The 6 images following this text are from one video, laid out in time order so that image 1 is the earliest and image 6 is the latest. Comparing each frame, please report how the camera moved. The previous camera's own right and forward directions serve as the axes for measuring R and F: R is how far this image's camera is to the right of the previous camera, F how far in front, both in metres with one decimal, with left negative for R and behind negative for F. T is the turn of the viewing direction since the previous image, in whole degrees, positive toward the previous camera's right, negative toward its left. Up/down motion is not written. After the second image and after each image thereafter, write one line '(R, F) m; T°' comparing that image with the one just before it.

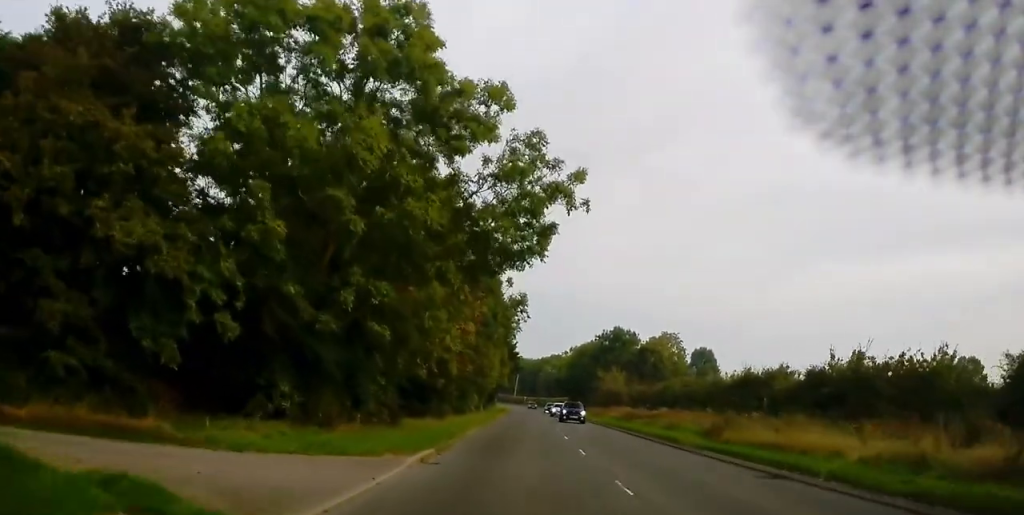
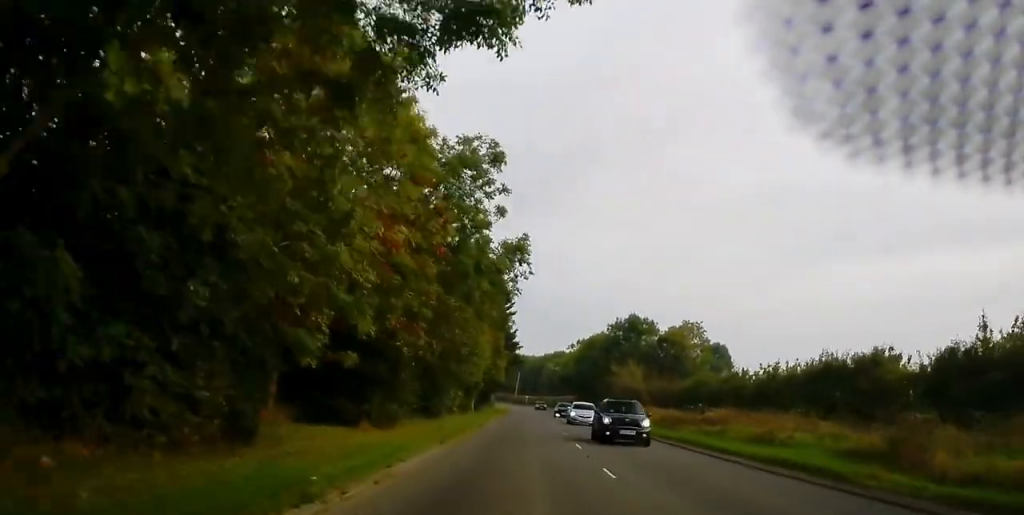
(-0.3, +15.2) m; 0°
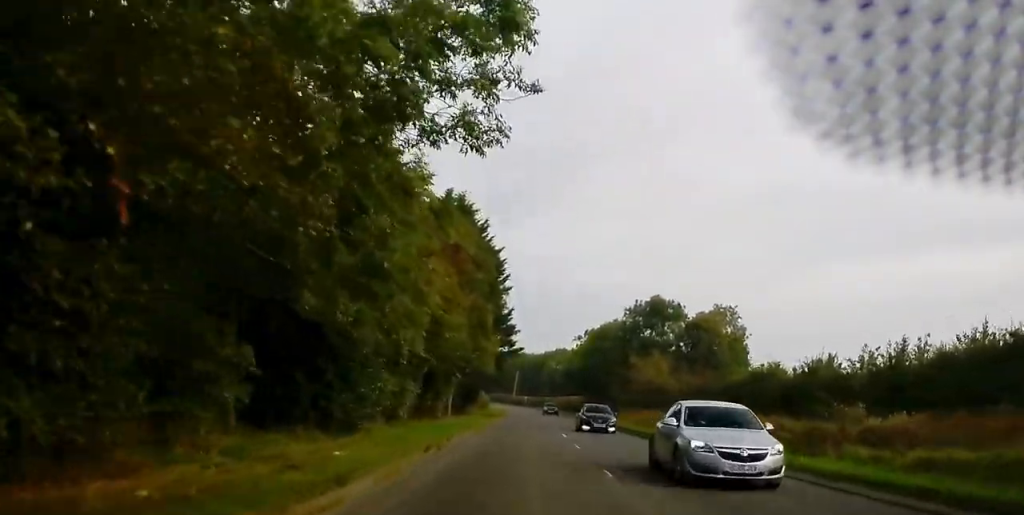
(+0.2, +18.1) m; +1°
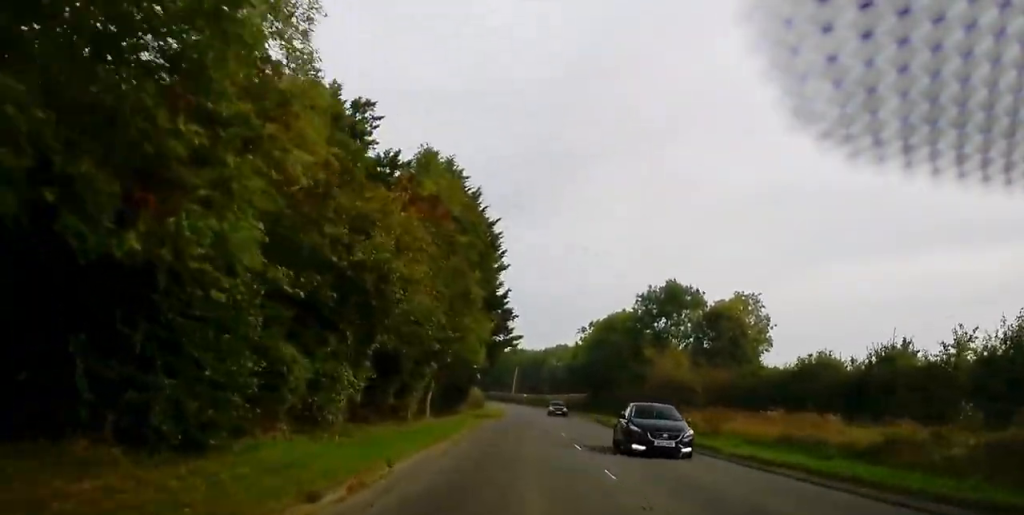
(0.0, +9.3) m; 0°
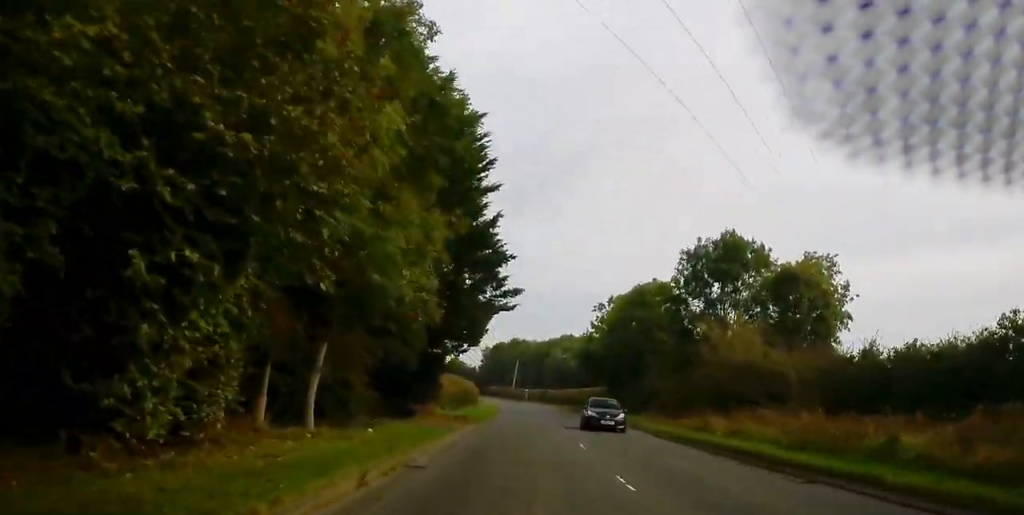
(0.0, +19.8) m; 0°
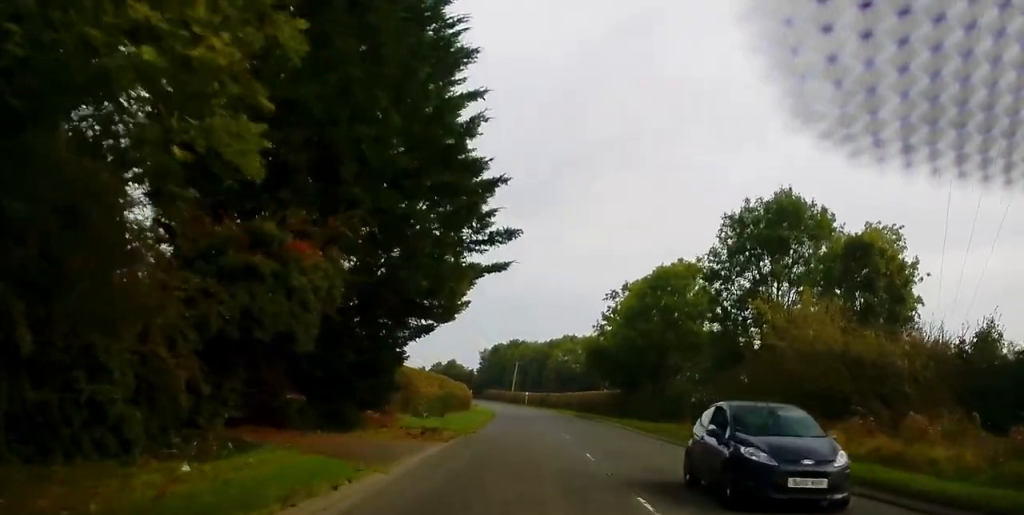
(0.0, +11.5) m; 0°
